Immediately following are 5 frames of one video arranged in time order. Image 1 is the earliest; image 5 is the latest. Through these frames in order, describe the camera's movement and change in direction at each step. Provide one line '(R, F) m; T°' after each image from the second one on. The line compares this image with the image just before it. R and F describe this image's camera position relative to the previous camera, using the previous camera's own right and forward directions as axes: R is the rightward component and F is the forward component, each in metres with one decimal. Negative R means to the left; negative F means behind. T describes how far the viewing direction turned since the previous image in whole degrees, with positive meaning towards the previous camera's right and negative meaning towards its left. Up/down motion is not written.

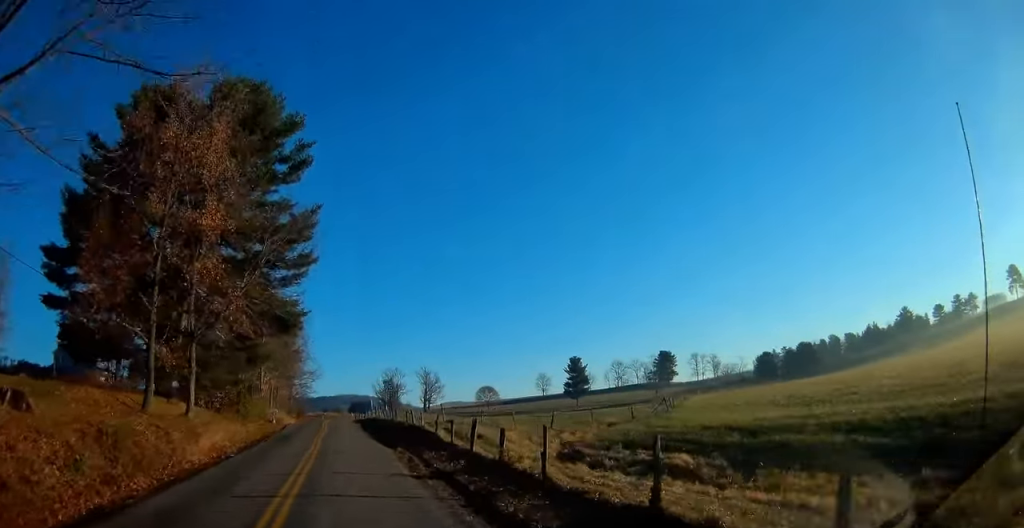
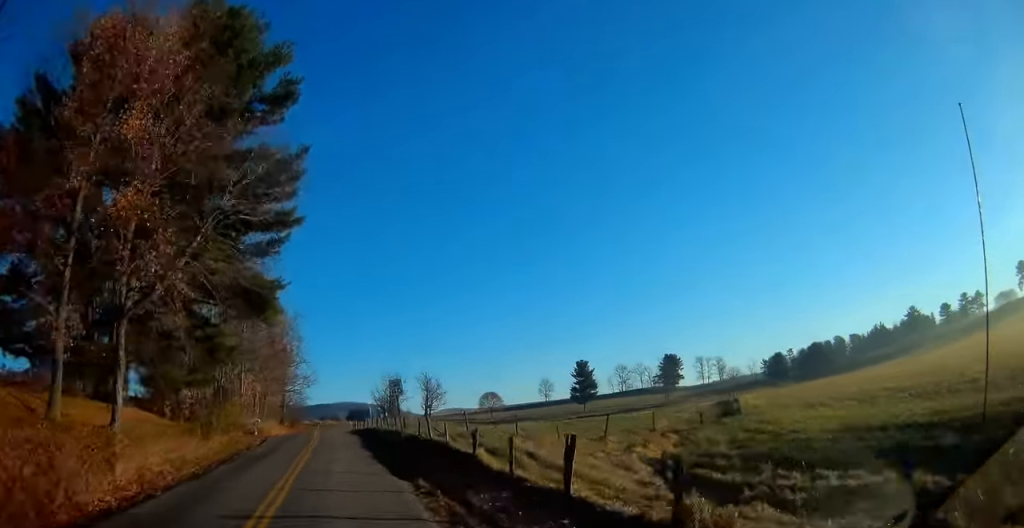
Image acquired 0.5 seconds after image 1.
(0.0, +8.7) m; -1°
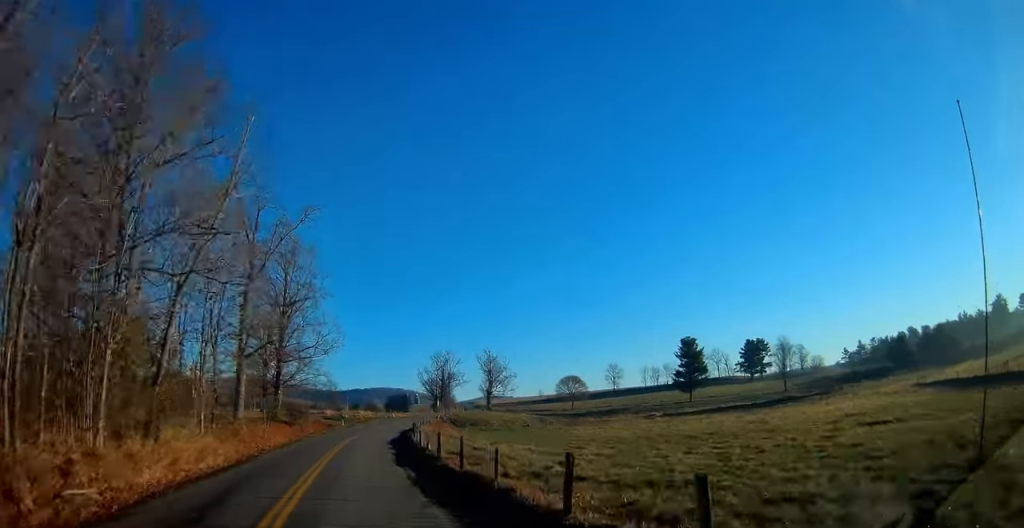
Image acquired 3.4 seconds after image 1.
(-1.4, +47.9) m; -2°
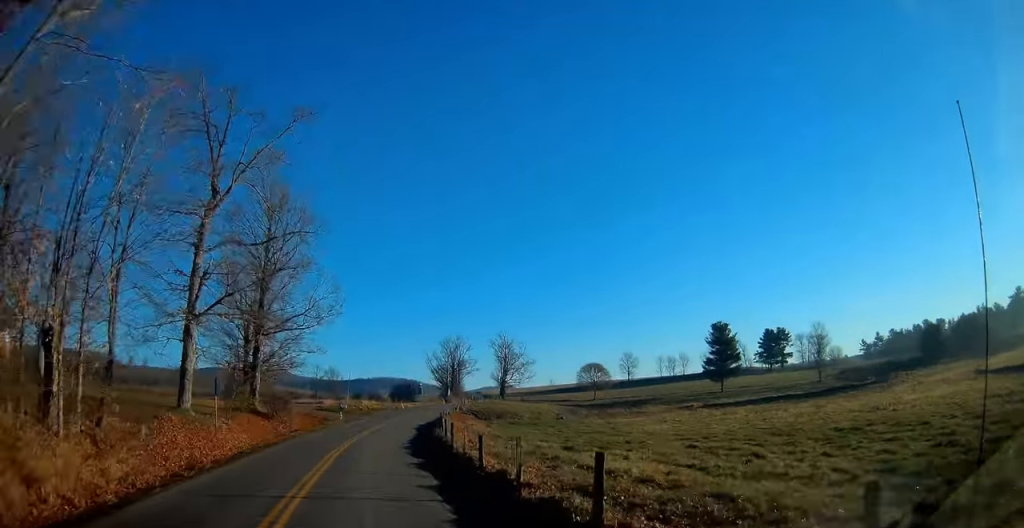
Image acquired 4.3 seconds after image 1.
(+0.2, +14.4) m; +1°
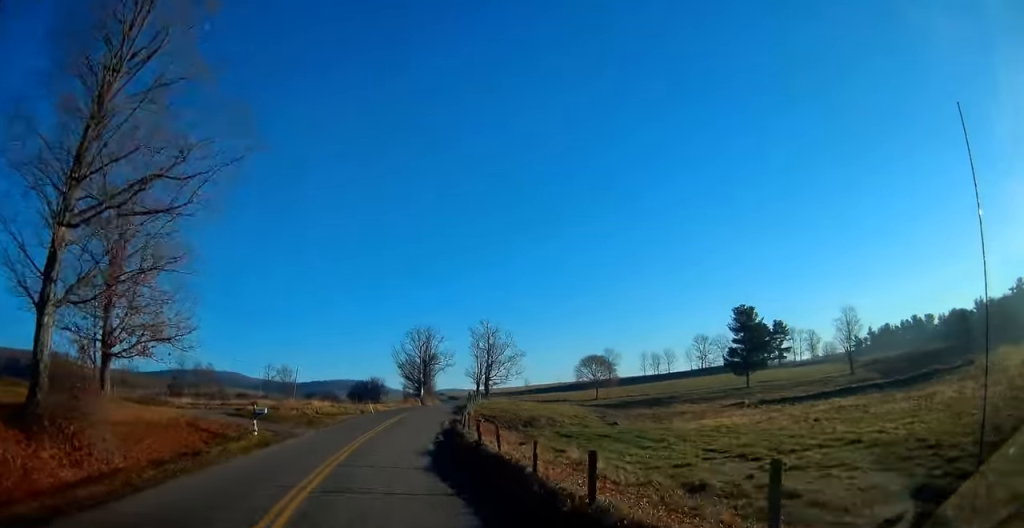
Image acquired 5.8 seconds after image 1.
(+0.7, +27.7) m; +3°
